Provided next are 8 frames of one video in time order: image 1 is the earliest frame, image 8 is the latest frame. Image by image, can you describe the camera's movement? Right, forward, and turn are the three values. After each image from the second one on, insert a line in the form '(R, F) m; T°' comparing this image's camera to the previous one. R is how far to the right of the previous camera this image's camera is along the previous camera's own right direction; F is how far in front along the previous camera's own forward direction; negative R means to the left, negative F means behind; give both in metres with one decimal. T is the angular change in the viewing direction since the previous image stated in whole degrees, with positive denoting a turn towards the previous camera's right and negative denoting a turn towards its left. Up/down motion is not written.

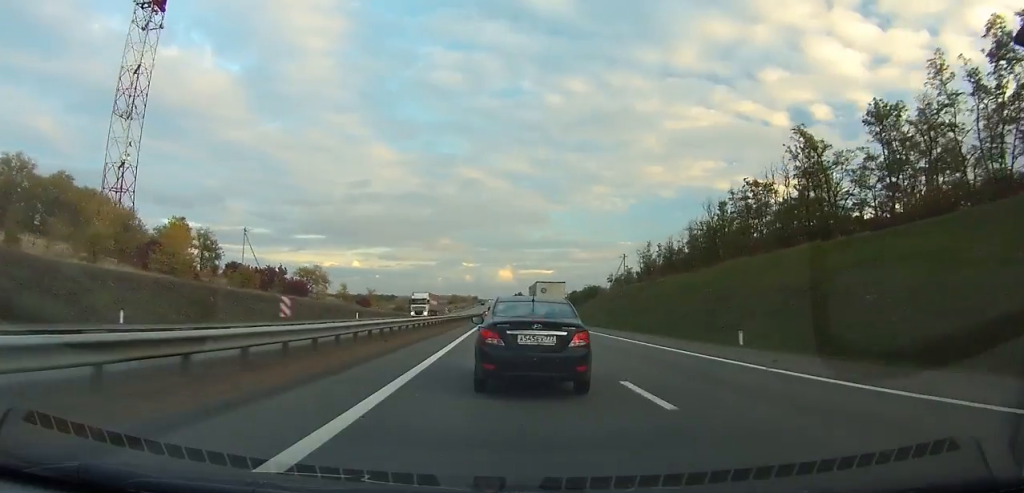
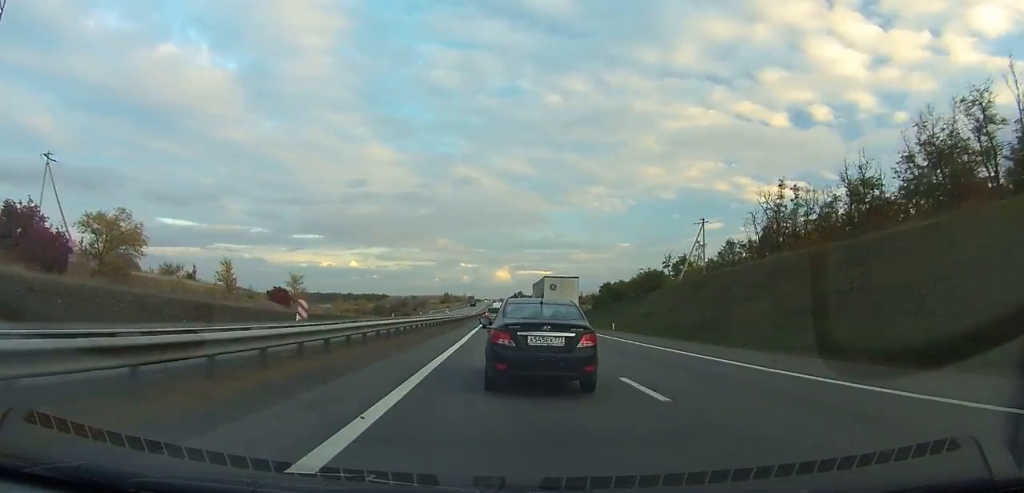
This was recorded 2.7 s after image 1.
(+0.2, +69.9) m; 0°
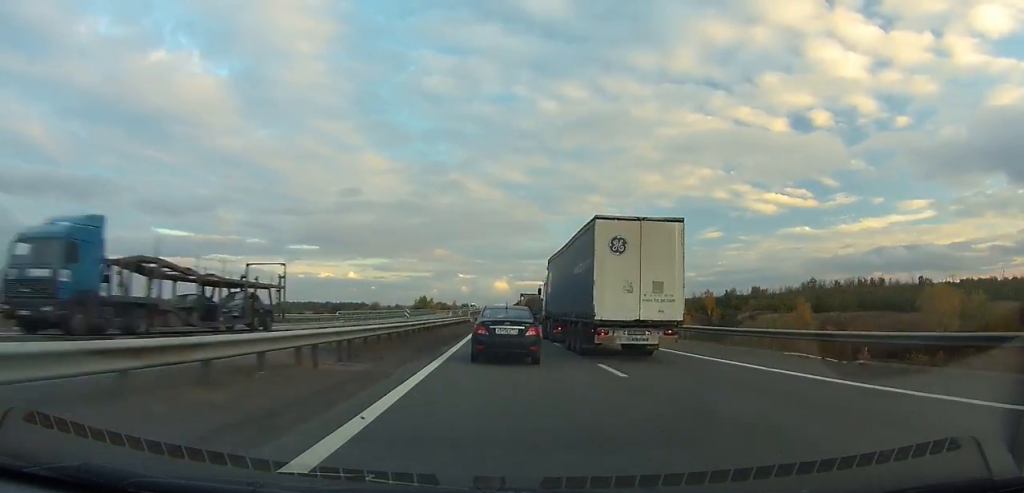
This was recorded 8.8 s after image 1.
(-0.4, +165.2) m; 0°
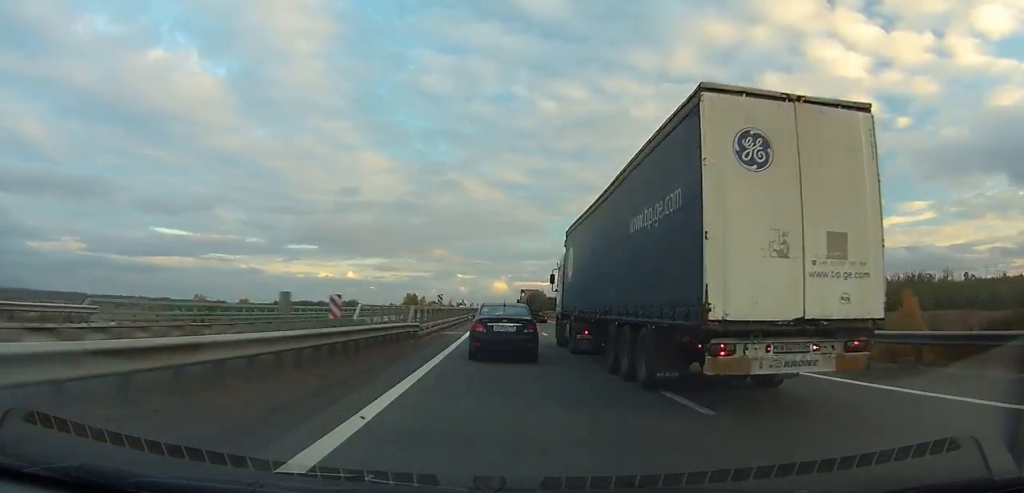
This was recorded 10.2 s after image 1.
(-0.1, +41.2) m; 0°
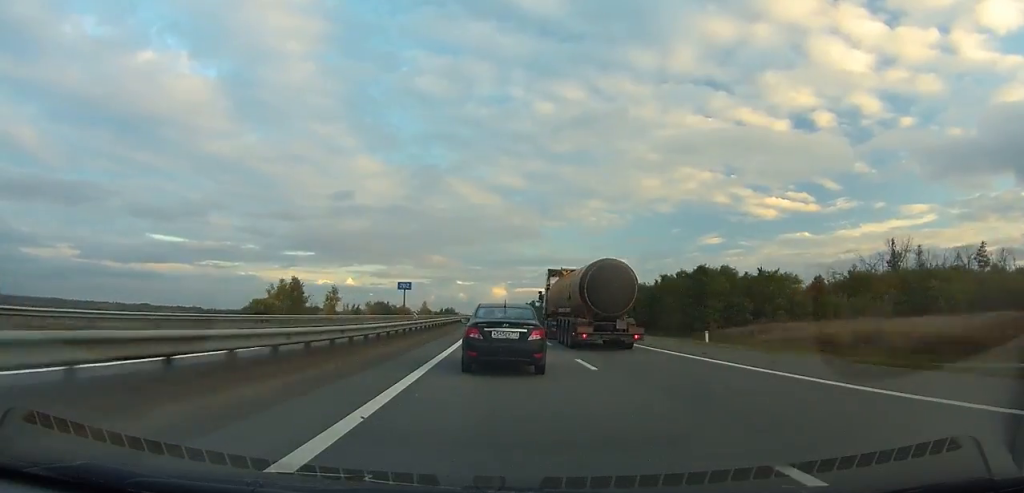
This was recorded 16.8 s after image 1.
(+1.3, +200.0) m; +1°
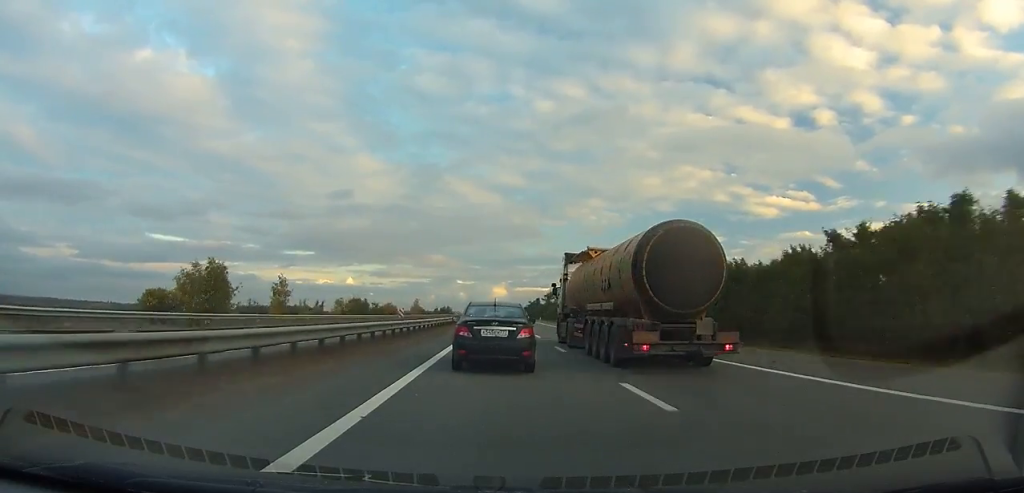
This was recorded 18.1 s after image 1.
(+0.1, +39.9) m; 0°
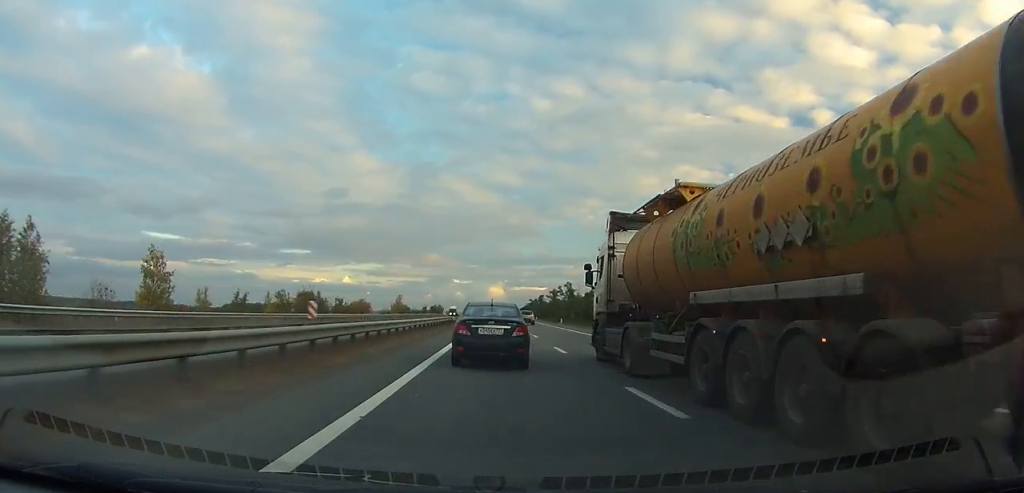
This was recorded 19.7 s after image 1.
(-0.1, +48.9) m; 0°
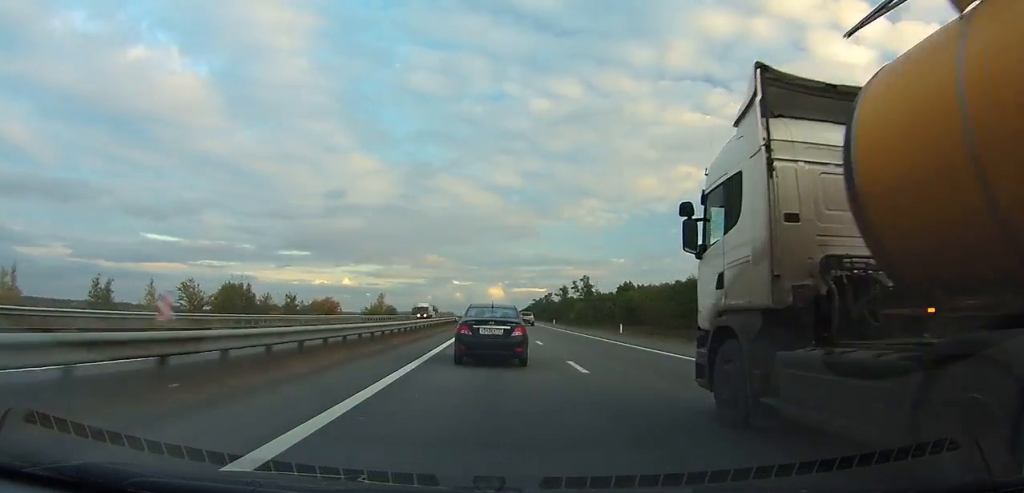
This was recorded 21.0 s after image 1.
(-0.2, +39.7) m; 0°
